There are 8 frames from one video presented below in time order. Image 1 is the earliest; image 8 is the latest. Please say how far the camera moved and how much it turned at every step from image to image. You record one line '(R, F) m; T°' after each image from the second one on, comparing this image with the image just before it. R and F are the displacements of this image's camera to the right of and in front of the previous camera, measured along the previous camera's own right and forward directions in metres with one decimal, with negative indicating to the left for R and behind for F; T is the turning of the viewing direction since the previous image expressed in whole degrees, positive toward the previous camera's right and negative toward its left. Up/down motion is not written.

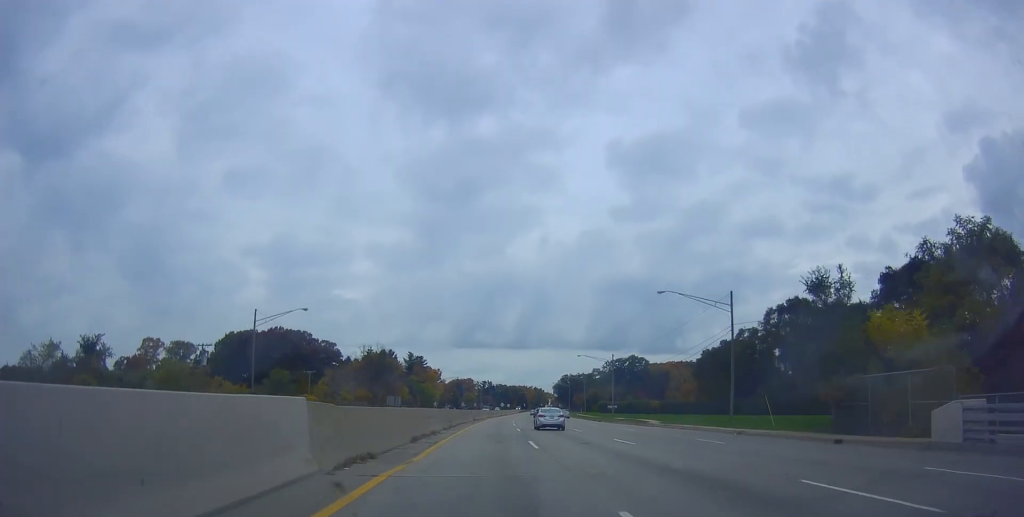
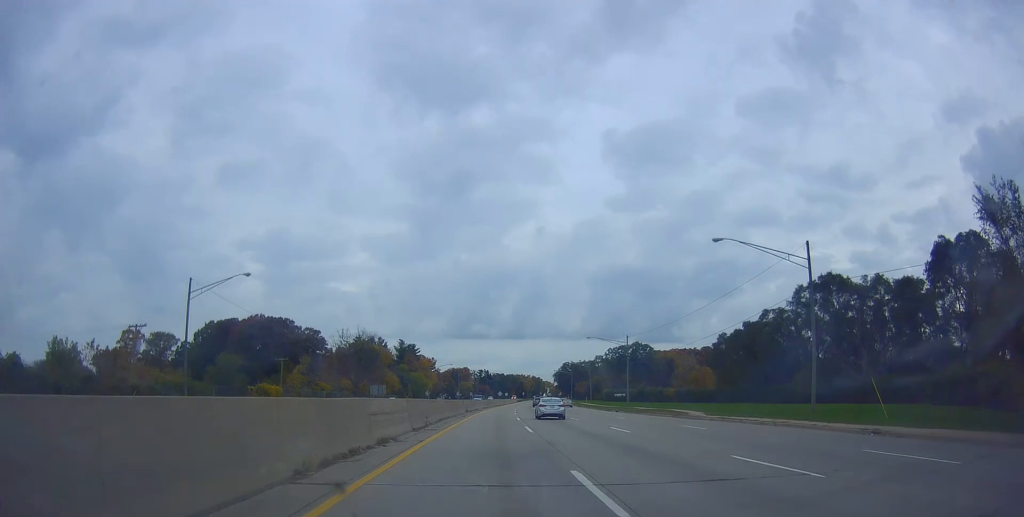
(+0.6, +13.5) m; +1°
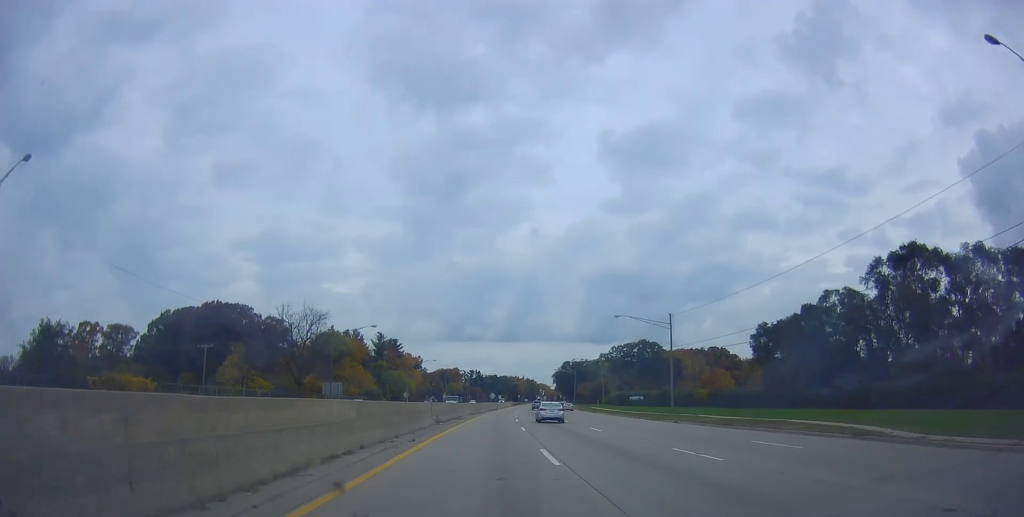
(-0.1, +25.6) m; -3°
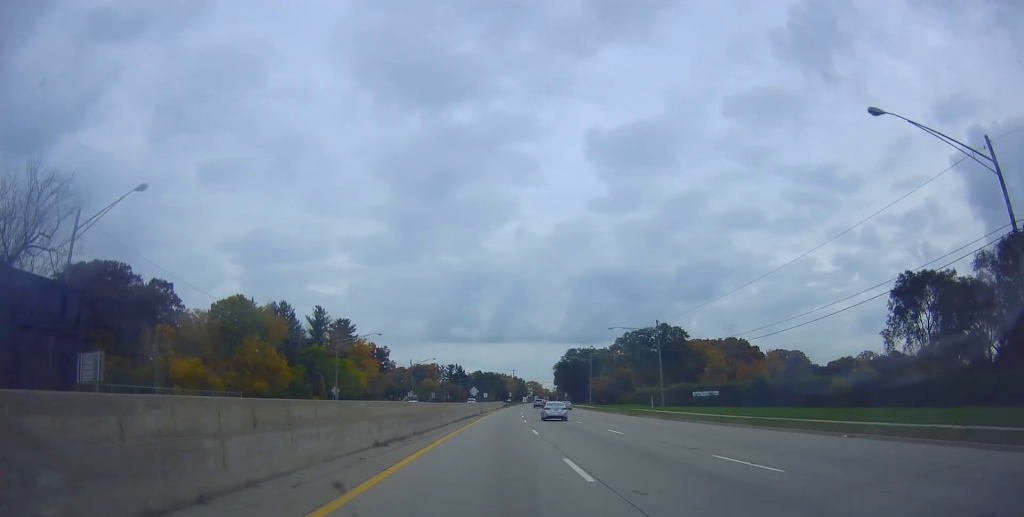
(-1.0, +49.9) m; +3°
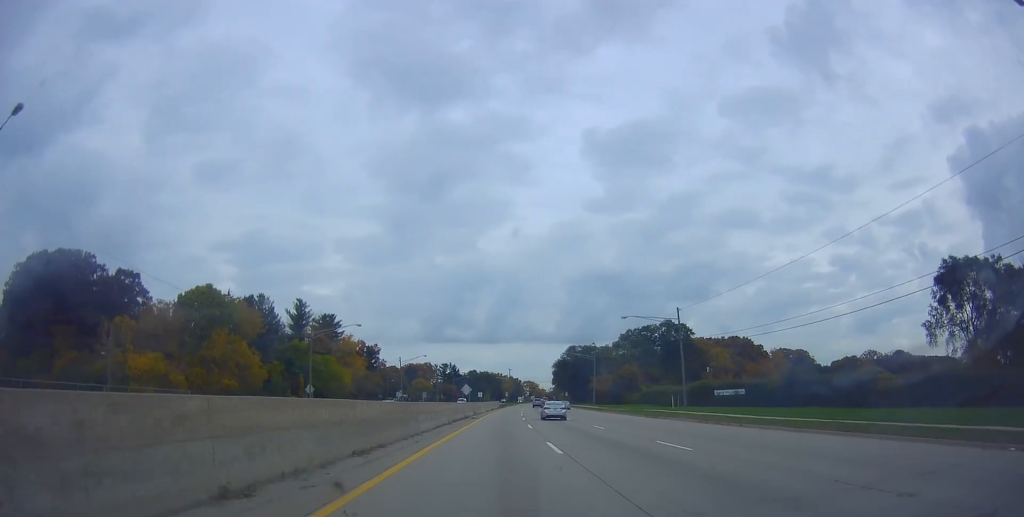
(+0.5, +9.9) m; +1°
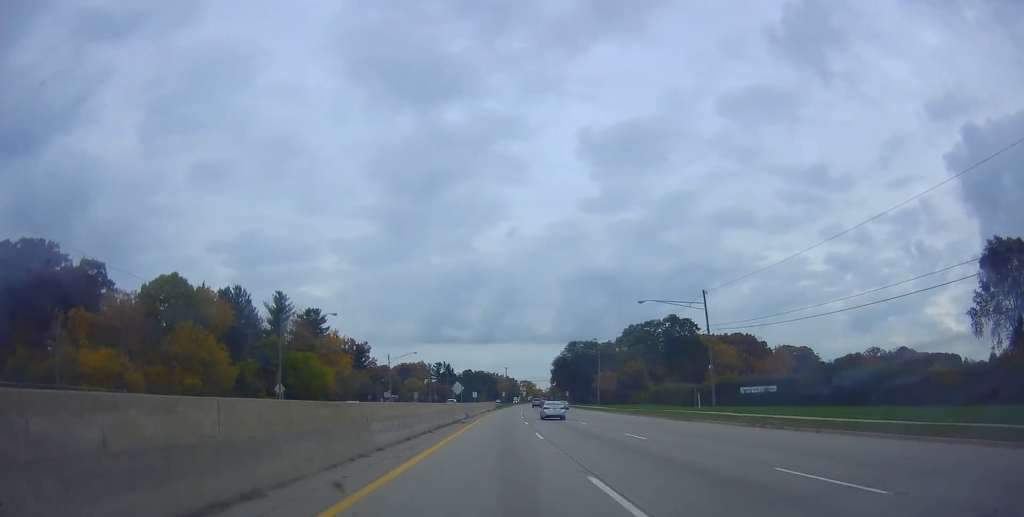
(+0.3, +9.2) m; +1°
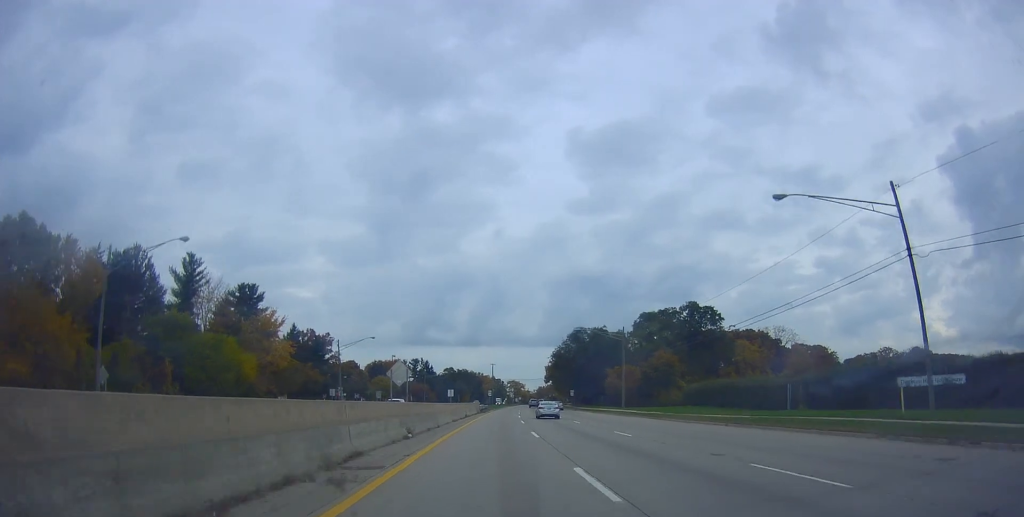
(-0.1, +29.8) m; 0°
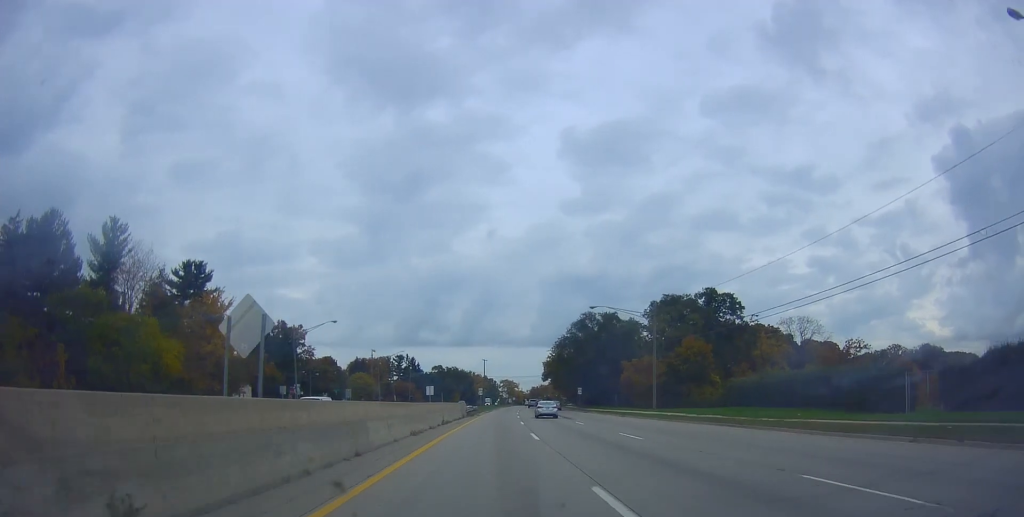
(+0.1, +17.8) m; 0°
